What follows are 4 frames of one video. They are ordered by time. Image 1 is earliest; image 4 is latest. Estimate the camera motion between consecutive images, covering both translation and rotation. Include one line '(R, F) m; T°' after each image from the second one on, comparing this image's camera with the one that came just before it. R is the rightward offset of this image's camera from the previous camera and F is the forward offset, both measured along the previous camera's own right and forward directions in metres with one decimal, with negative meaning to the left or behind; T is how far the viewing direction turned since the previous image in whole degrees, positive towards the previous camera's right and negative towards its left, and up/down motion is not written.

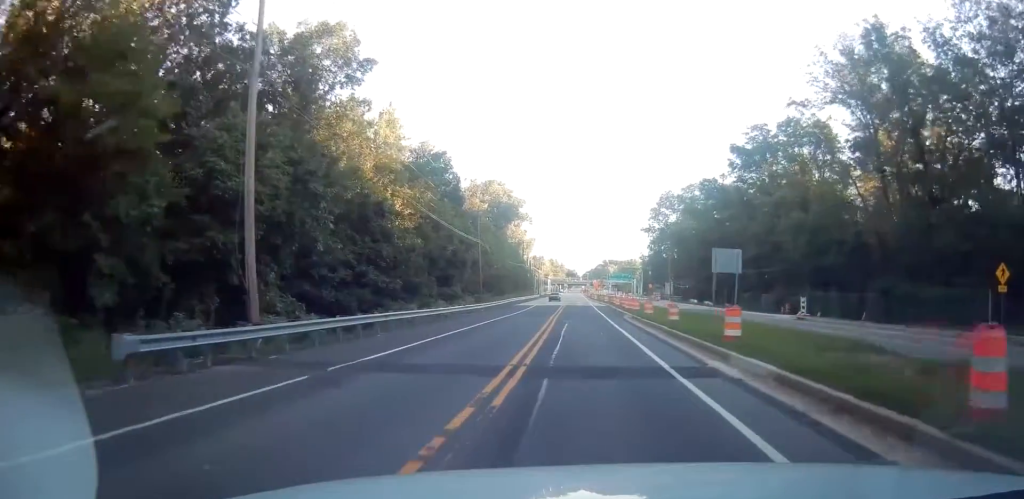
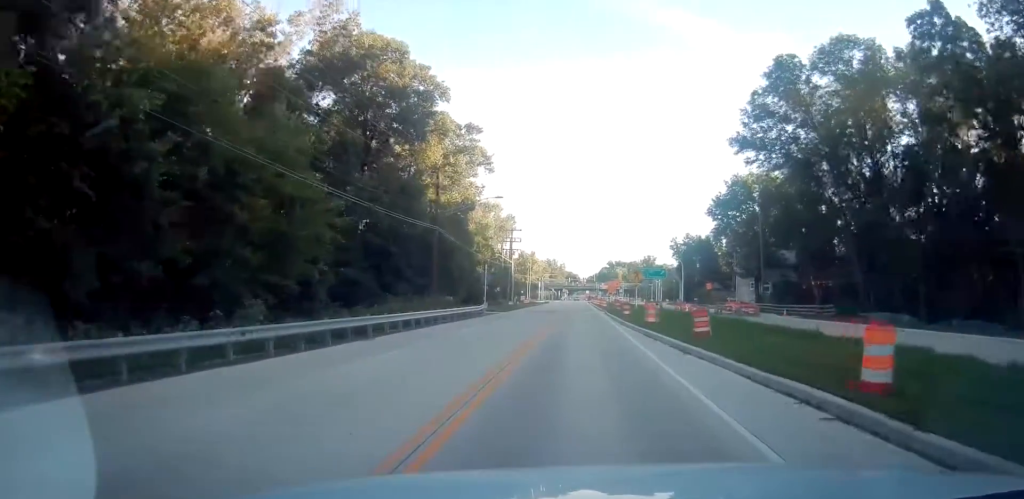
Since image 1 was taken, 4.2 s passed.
(+1.4, +71.9) m; +1°
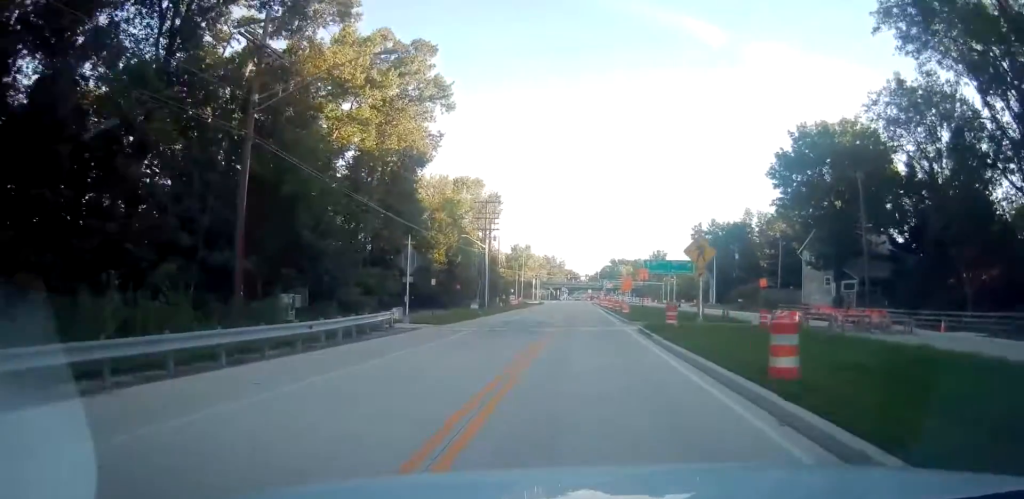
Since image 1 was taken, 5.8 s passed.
(-0.5, +27.0) m; -1°
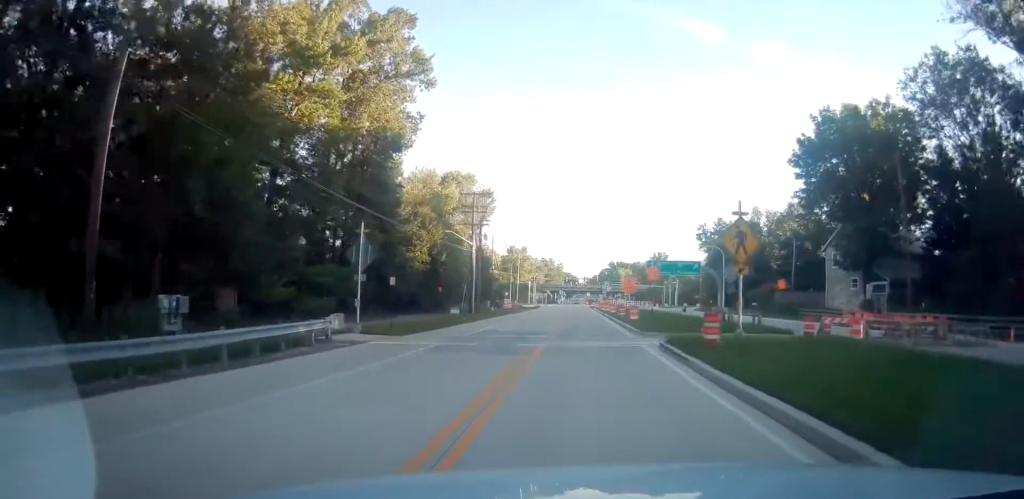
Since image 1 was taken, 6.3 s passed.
(0.0, +7.1) m; 0°
